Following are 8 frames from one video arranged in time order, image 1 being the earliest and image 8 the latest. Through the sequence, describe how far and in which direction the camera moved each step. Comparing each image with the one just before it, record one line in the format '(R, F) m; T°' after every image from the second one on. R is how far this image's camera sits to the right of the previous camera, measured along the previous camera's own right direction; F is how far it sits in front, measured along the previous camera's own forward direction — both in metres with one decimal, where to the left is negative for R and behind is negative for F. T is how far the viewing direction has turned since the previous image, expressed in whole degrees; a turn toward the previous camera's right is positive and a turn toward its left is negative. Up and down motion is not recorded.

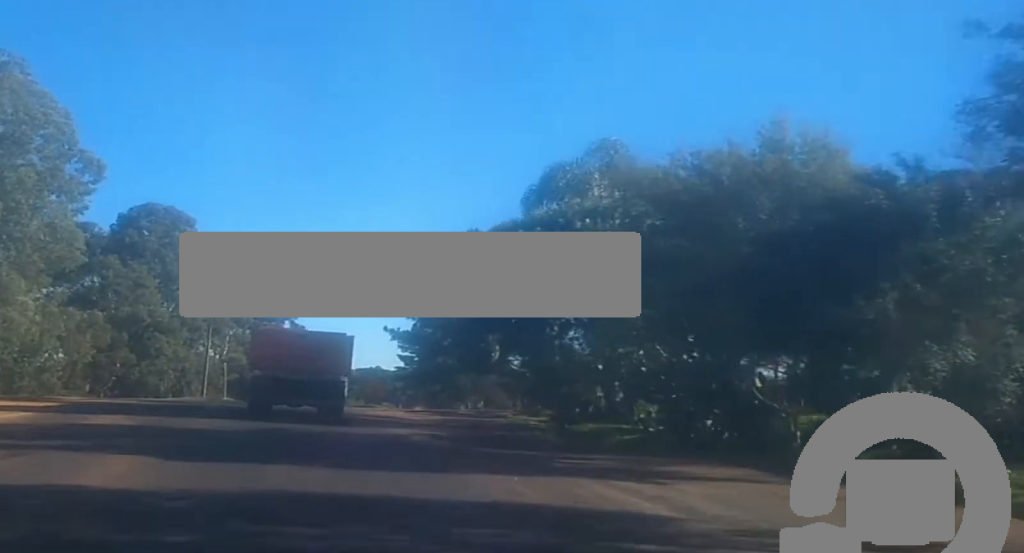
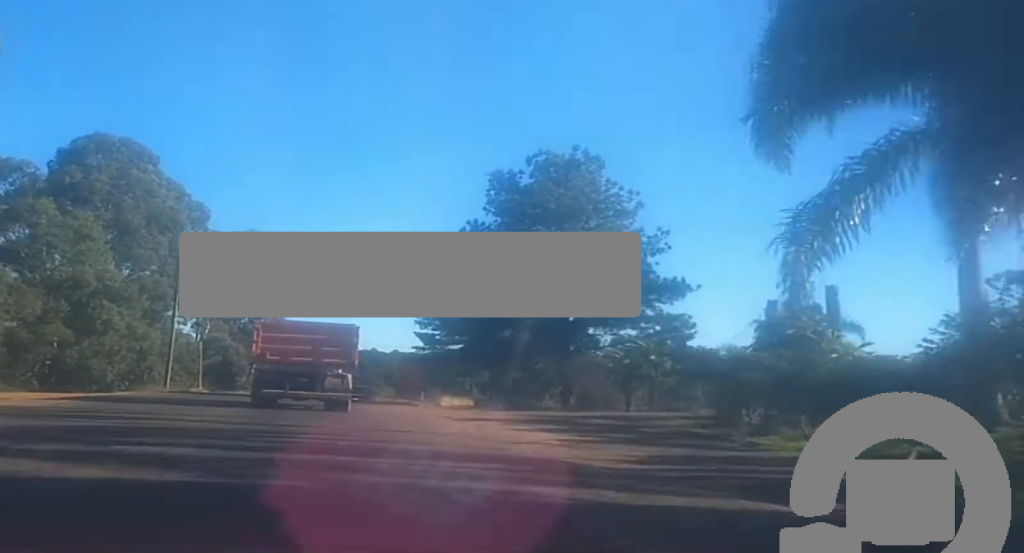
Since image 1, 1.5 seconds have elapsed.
(+0.6, +23.3) m; +1°
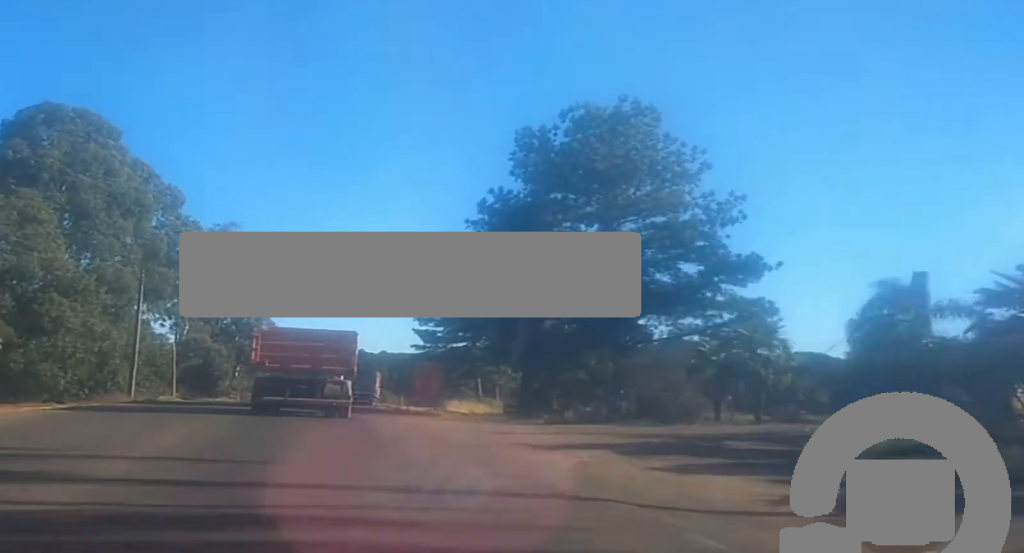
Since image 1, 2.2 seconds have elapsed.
(-0.3, +9.6) m; 0°
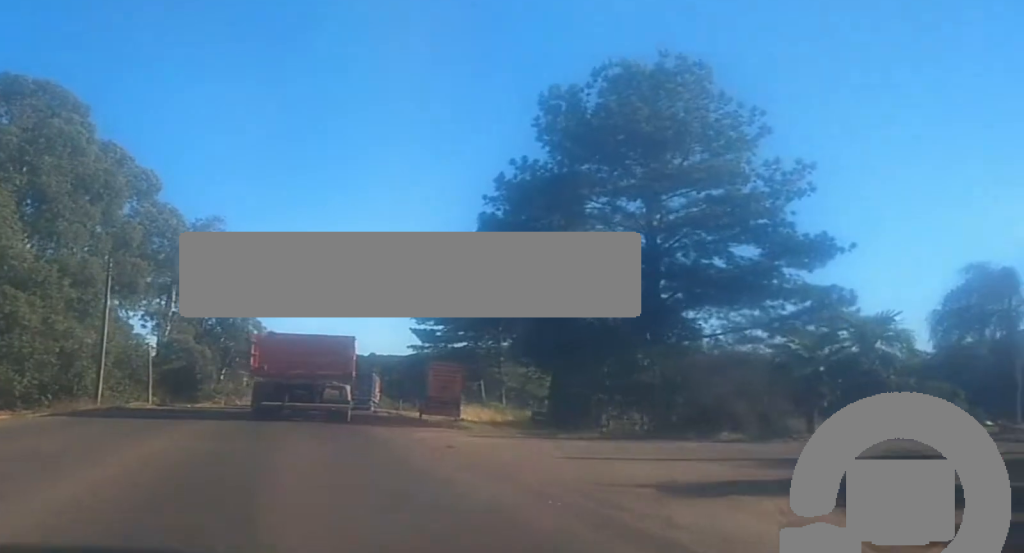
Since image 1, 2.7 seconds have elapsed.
(-0.3, +6.6) m; 0°
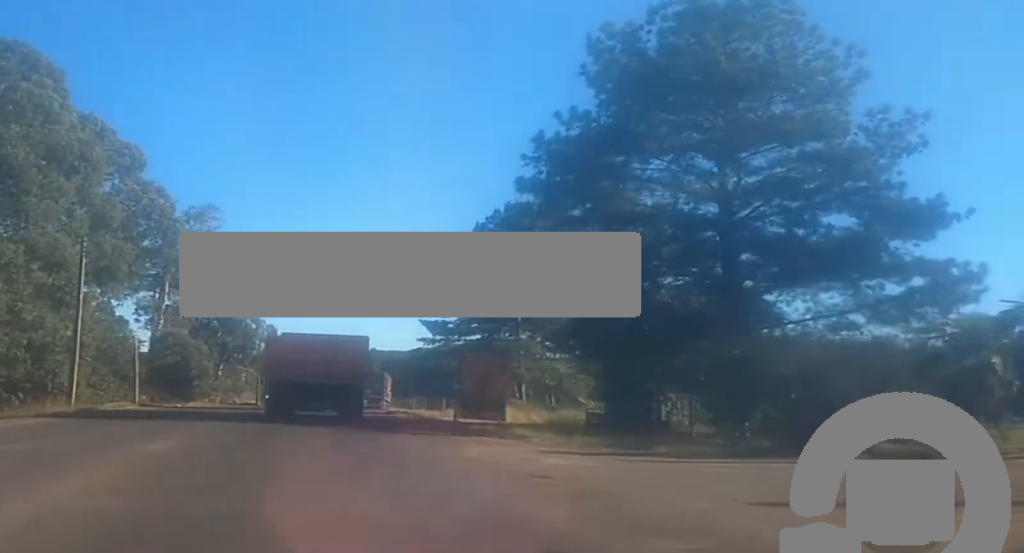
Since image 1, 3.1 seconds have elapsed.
(+0.4, +6.4) m; +1°
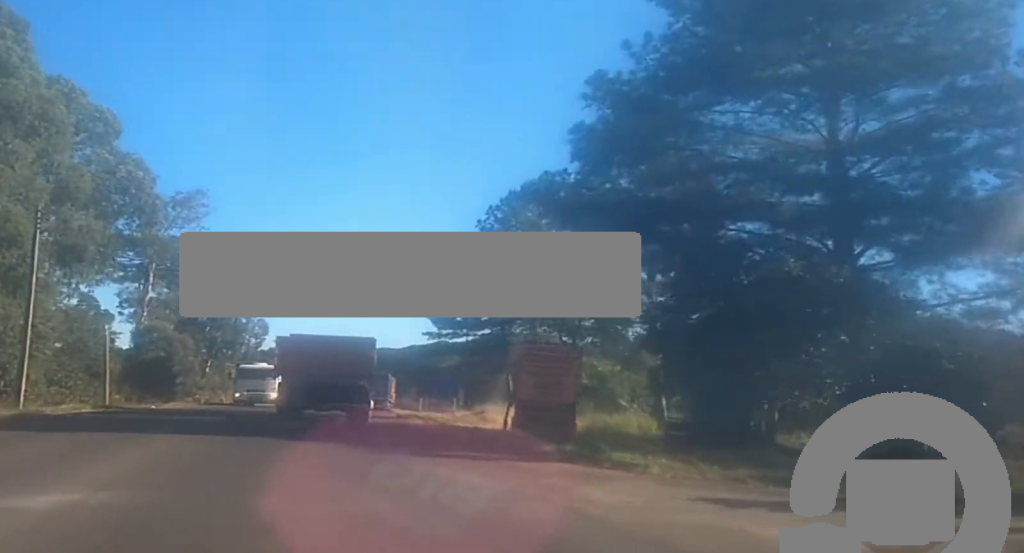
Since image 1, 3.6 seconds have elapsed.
(+0.3, +6.9) m; +1°
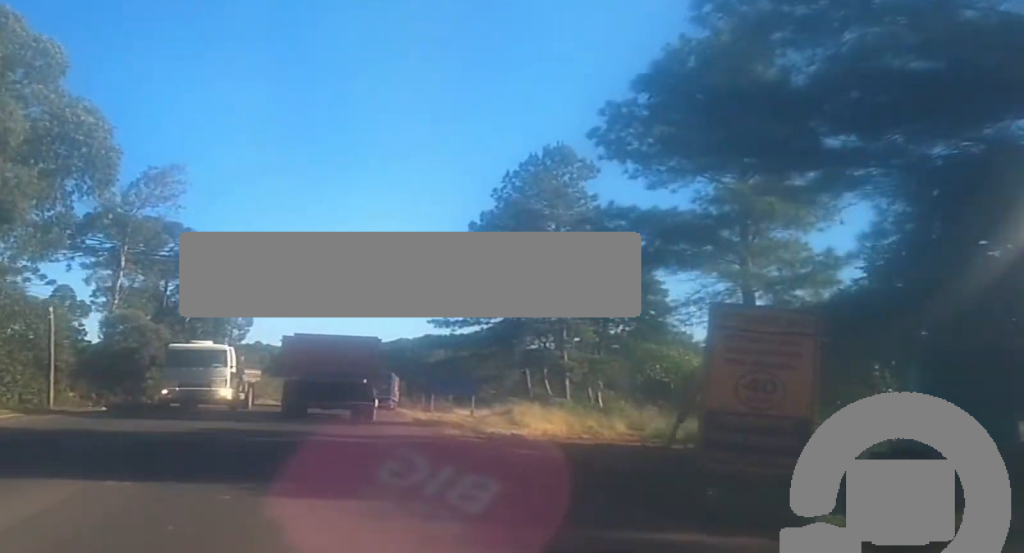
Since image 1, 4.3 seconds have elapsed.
(-0.2, +9.4) m; -1°
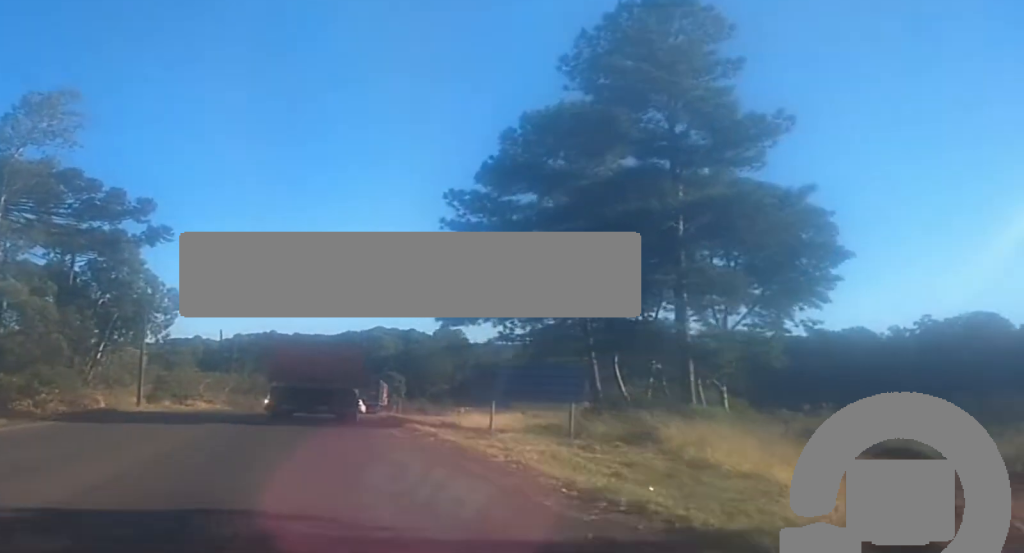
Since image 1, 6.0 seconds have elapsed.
(0.0, +22.0) m; +2°
